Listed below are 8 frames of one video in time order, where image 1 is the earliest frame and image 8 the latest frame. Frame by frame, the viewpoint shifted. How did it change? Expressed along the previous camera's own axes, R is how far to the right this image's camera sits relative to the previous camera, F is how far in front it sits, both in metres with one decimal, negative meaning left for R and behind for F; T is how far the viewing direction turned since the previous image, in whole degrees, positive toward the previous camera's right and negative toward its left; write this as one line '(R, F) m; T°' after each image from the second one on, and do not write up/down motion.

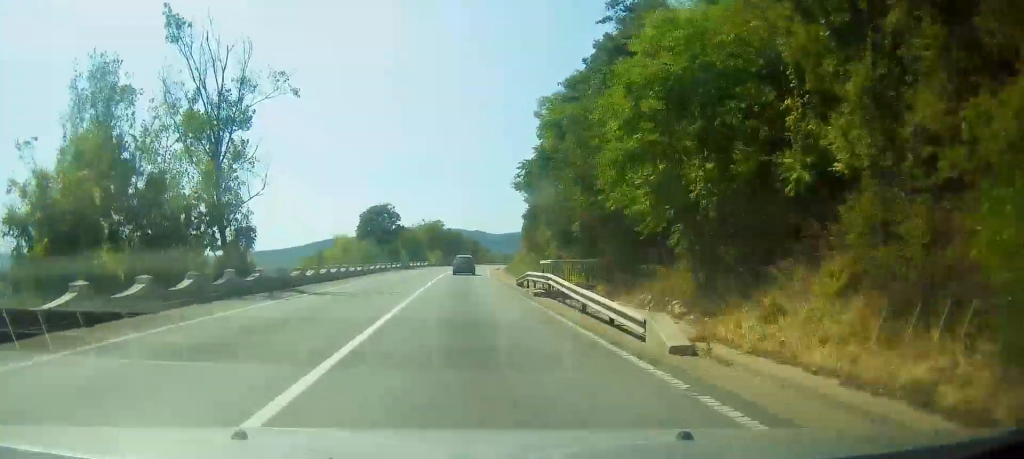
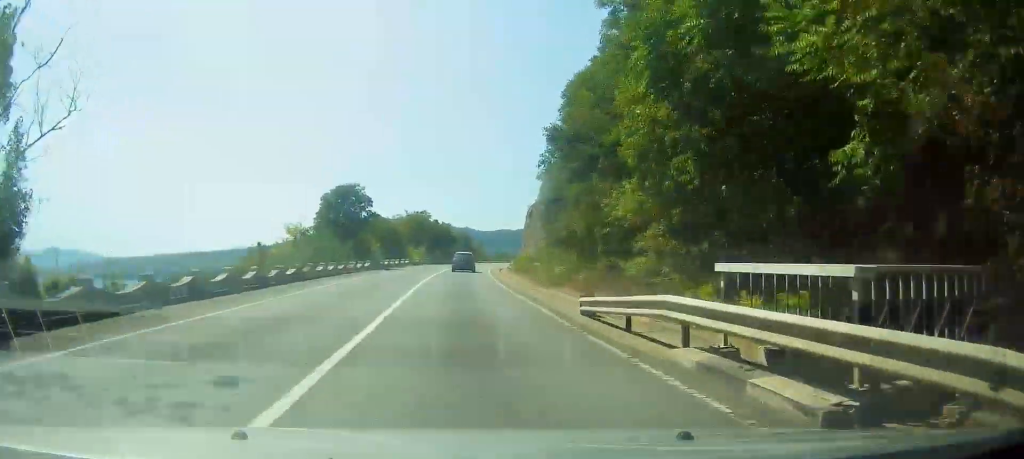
(-0.3, +17.4) m; +1°
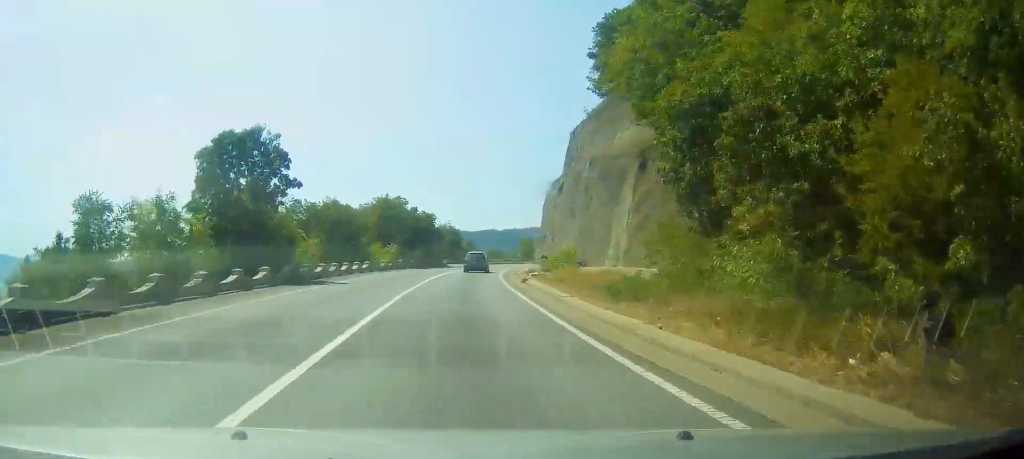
(+0.7, +25.7) m; +3°
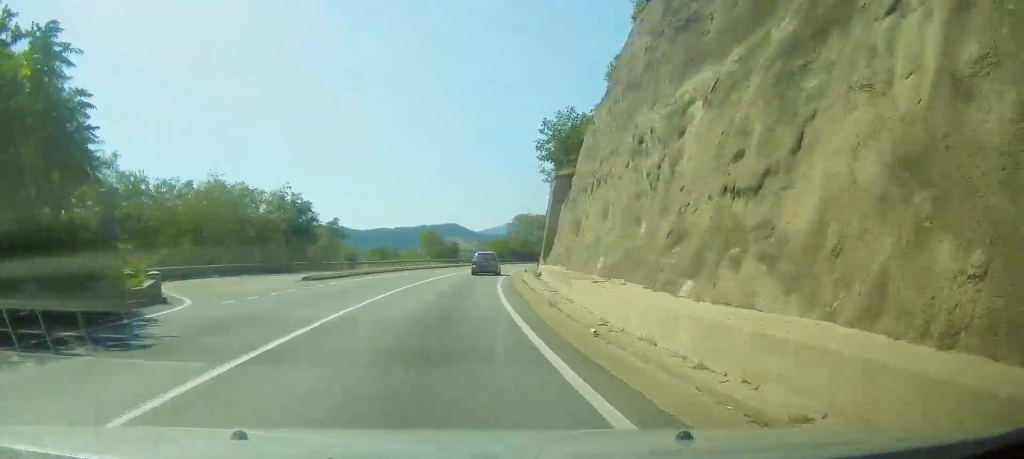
(+4.4, +63.9) m; +9°
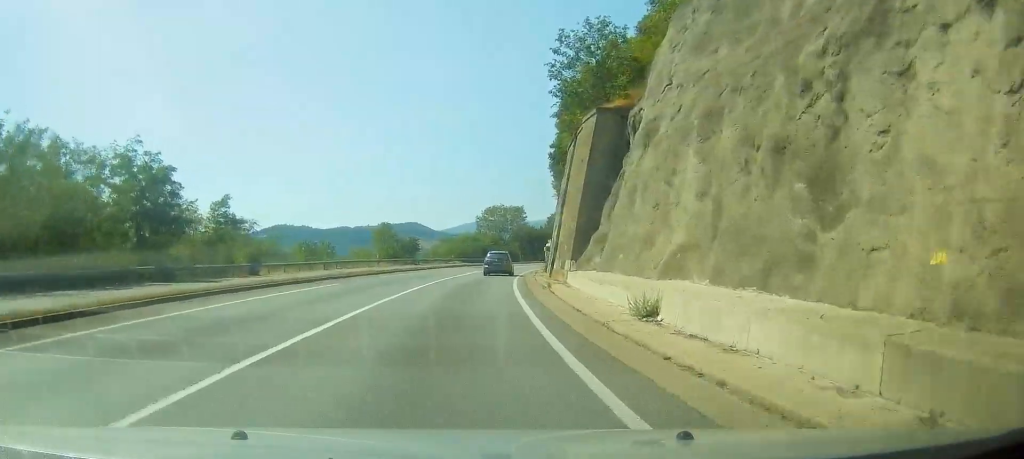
(+0.3, +25.1) m; +4°
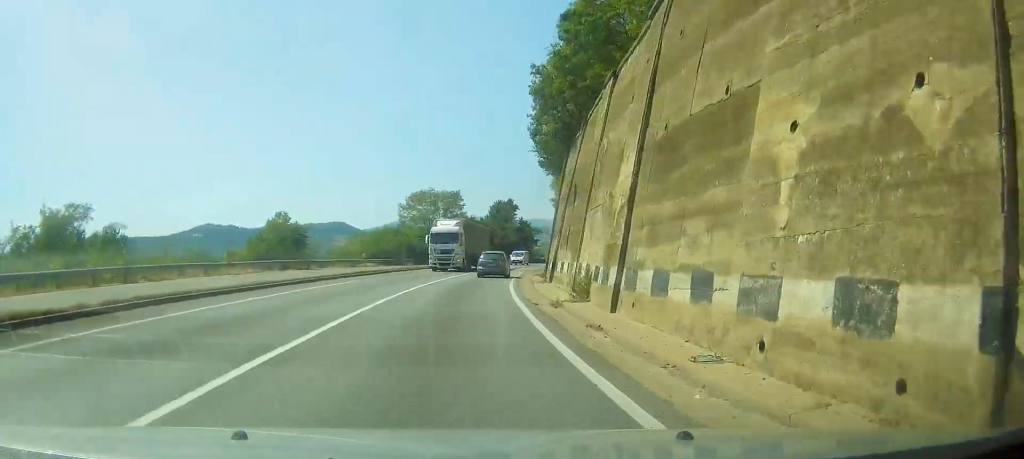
(+1.9, +31.5) m; +6°
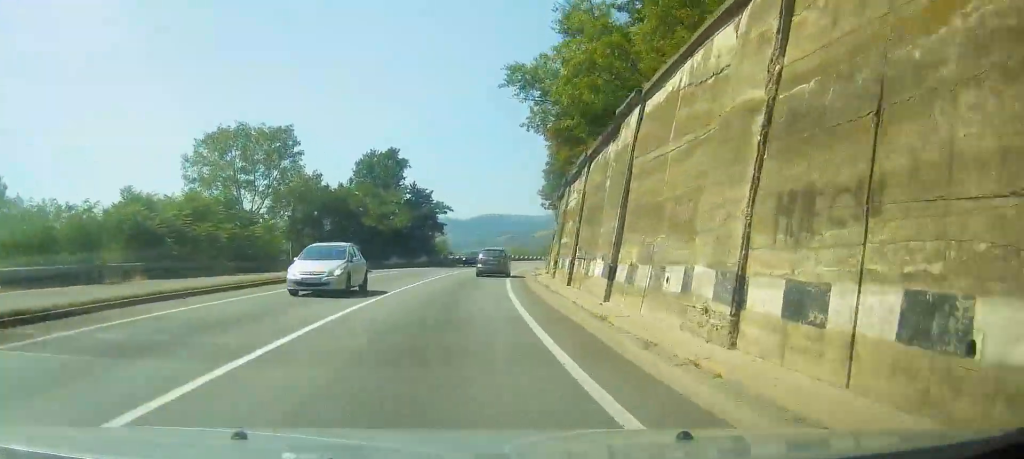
(+5.0, +52.9) m; +10°
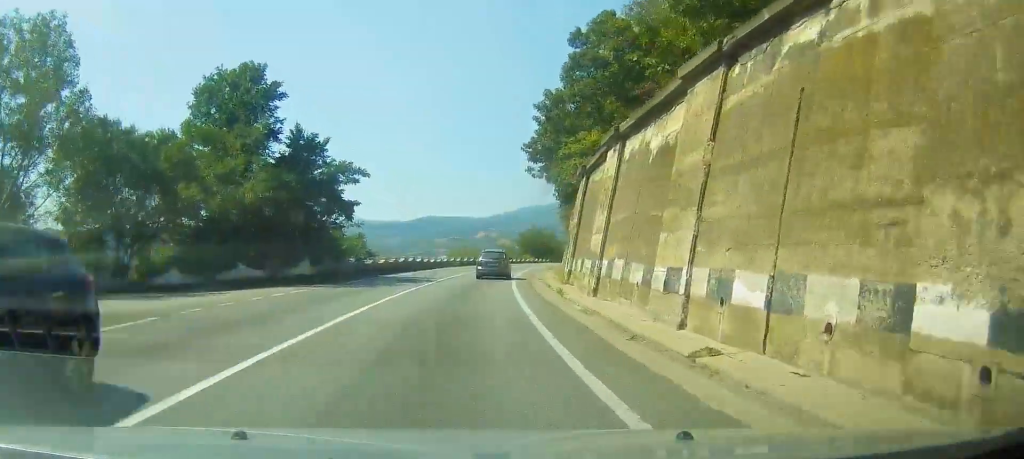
(+1.3, +29.3) m; +5°
